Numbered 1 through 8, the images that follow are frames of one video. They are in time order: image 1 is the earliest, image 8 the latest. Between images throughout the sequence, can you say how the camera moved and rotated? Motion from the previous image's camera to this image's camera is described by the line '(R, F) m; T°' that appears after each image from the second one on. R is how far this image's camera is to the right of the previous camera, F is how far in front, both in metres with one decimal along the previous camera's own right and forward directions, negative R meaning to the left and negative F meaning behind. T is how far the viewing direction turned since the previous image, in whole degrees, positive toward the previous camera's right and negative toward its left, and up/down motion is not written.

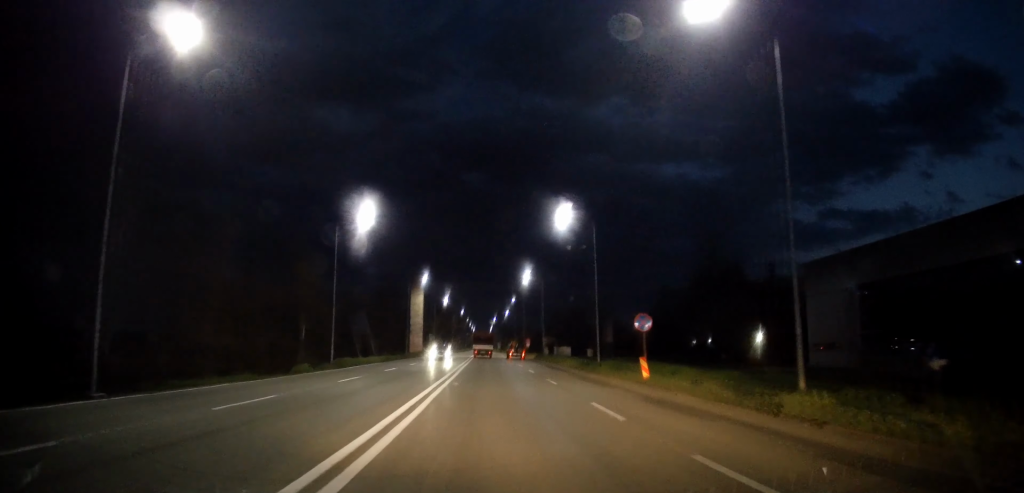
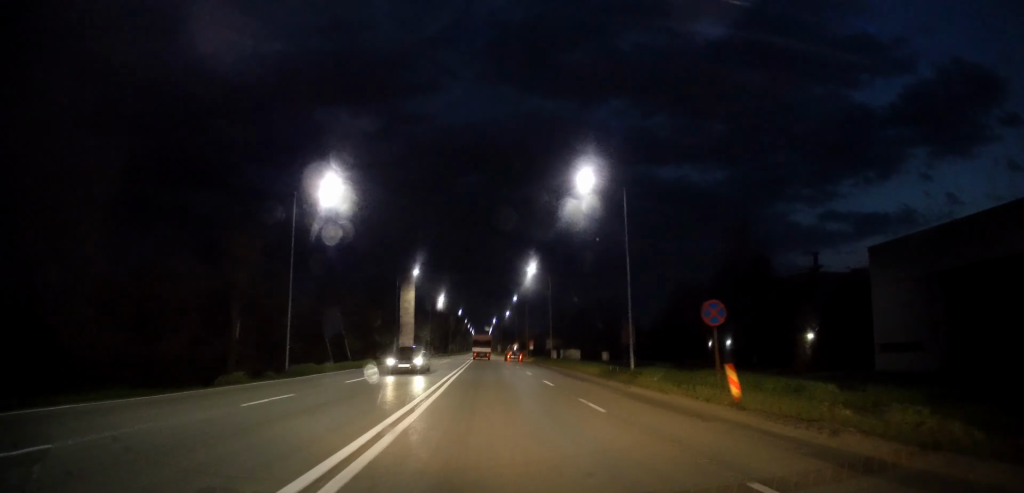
(-0.1, +7.8) m; 0°
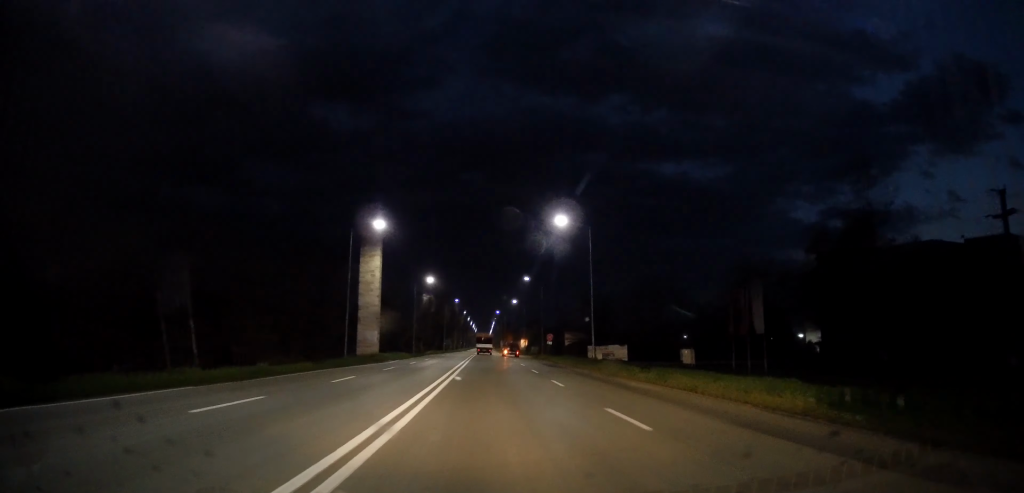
(+0.1, +19.8) m; +1°
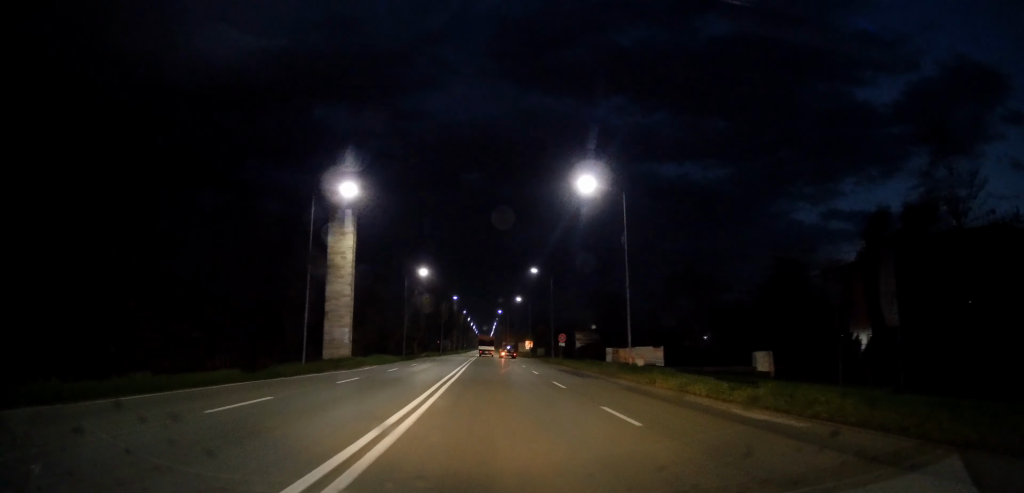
(0.0, +8.7) m; 0°
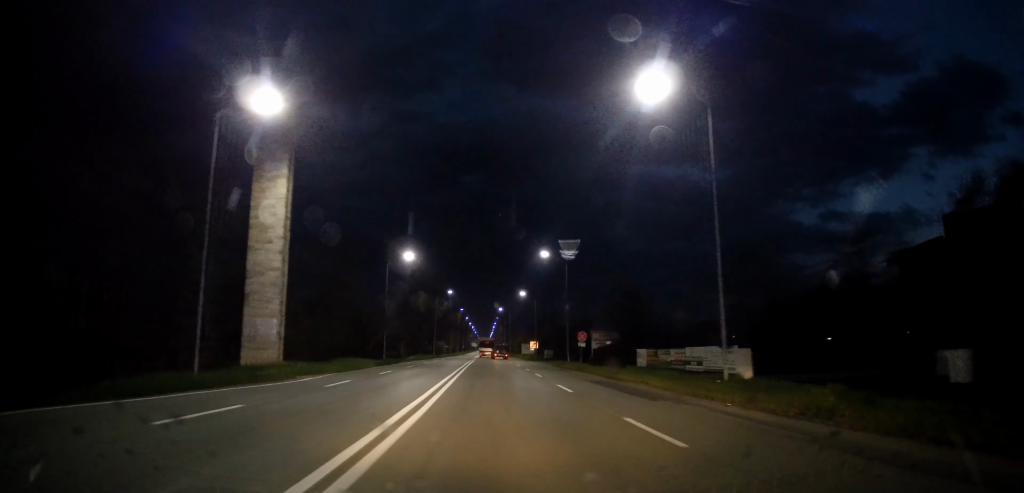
(-0.1, +10.8) m; -1°
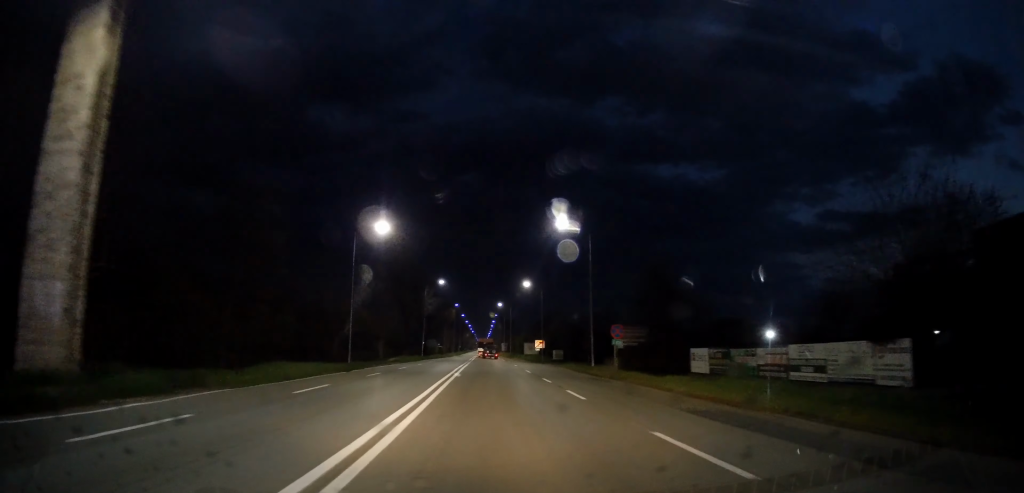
(0.0, +11.1) m; 0°
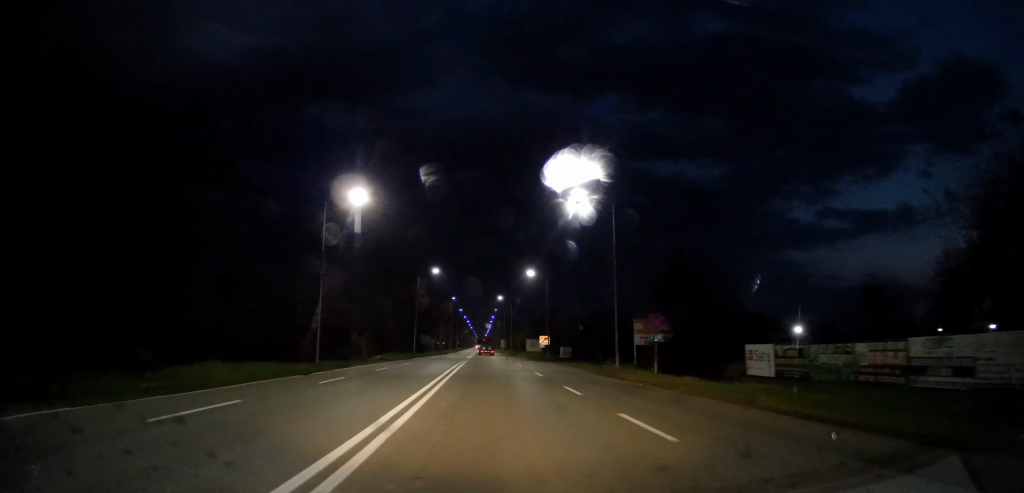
(-0.1, +6.6) m; +1°
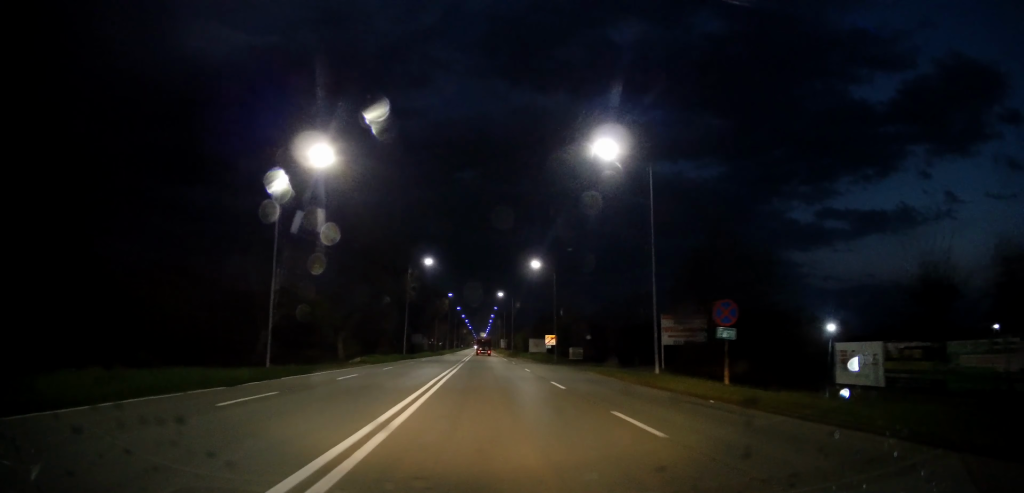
(+0.1, +6.7) m; 0°
